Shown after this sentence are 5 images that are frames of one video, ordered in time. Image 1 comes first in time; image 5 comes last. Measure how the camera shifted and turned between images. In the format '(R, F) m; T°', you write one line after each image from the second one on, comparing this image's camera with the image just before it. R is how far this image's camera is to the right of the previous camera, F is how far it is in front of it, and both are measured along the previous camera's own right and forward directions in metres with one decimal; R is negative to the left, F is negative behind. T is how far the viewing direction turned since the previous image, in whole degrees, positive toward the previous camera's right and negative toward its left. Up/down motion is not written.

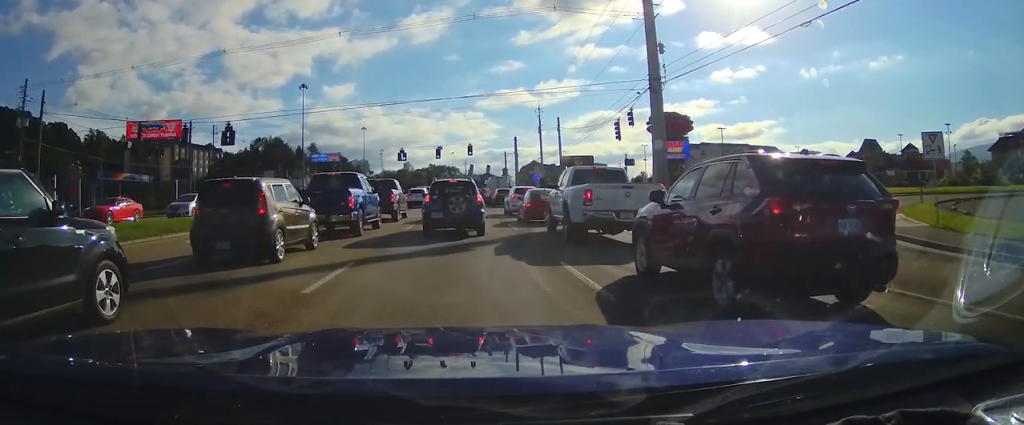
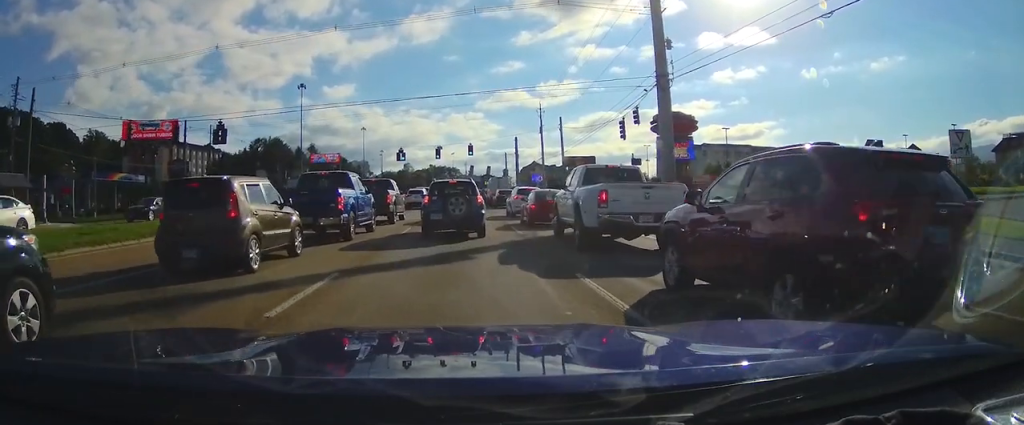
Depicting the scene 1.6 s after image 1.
(+0.1, +1.6) m; +3°
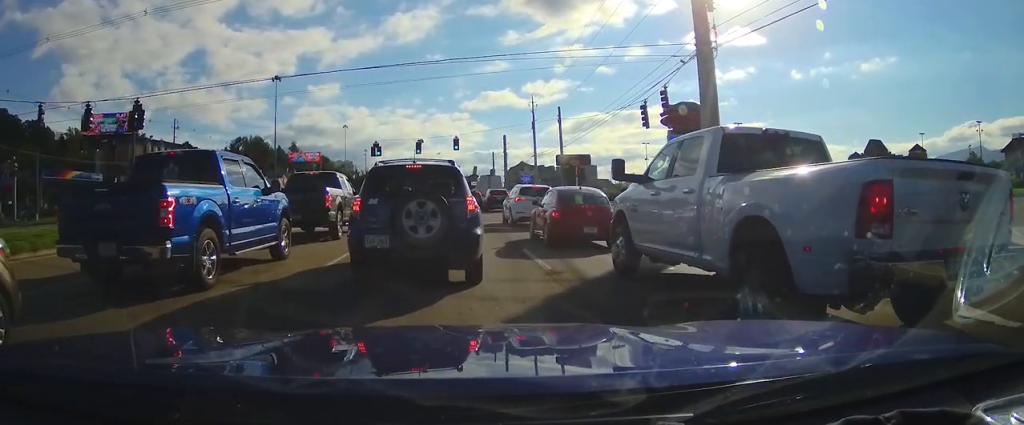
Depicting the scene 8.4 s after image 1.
(0.0, +3.8) m; -2°
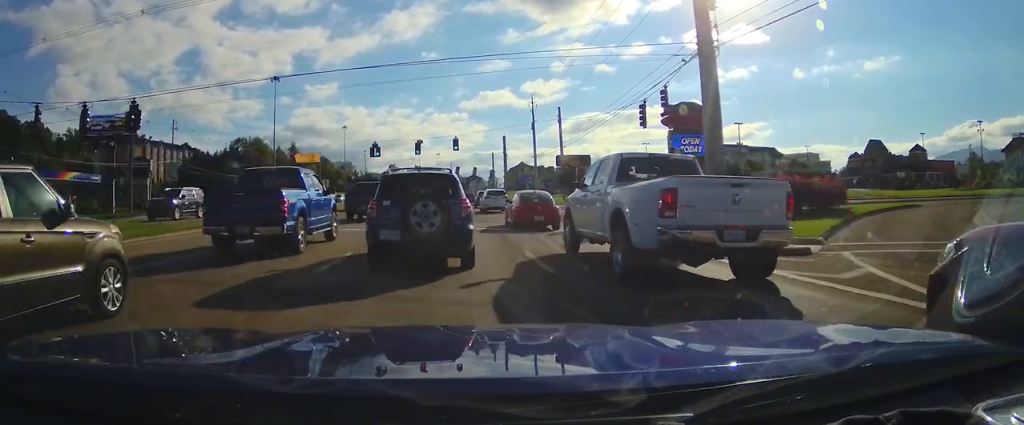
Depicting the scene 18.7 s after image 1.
(-0.5, +14.9) m; -2°
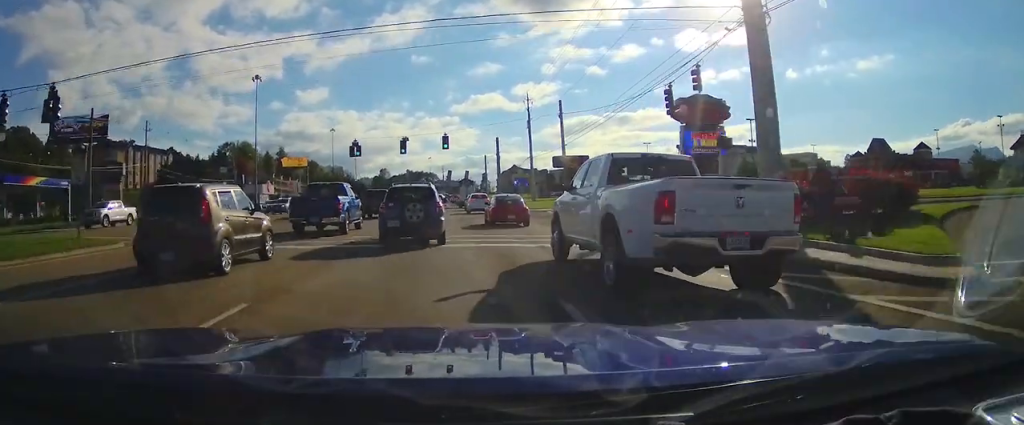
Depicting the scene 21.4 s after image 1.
(0.0, +10.1) m; 0°
